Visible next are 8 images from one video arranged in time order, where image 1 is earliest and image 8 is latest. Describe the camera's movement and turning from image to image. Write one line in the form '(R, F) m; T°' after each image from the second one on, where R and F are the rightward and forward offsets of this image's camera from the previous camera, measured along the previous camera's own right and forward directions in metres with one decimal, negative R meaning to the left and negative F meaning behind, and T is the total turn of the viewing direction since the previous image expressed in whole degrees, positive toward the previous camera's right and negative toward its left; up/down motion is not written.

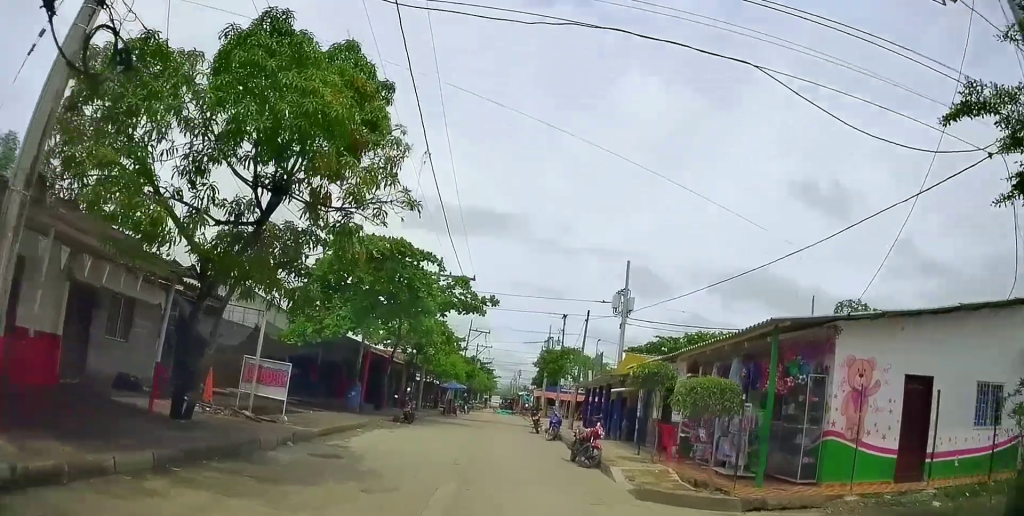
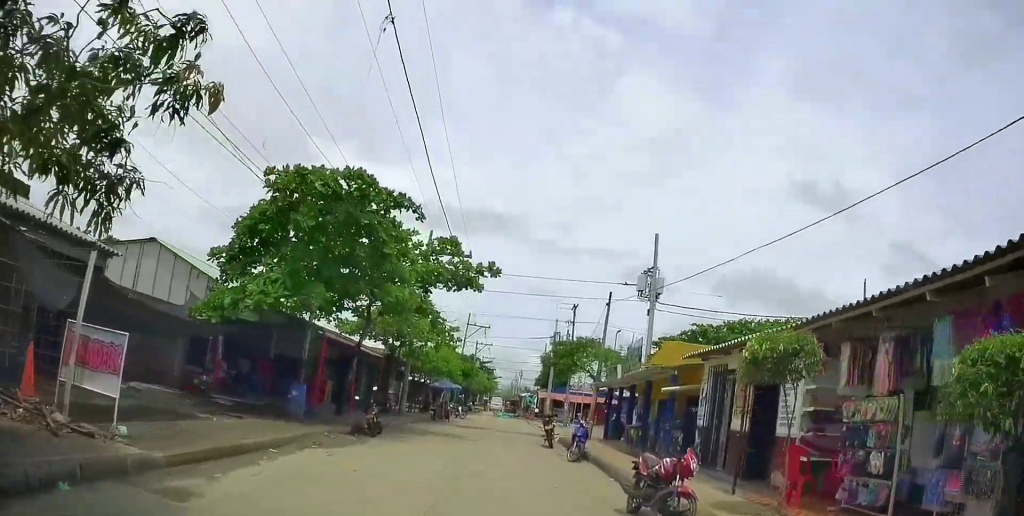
(0.0, +5.5) m; 0°
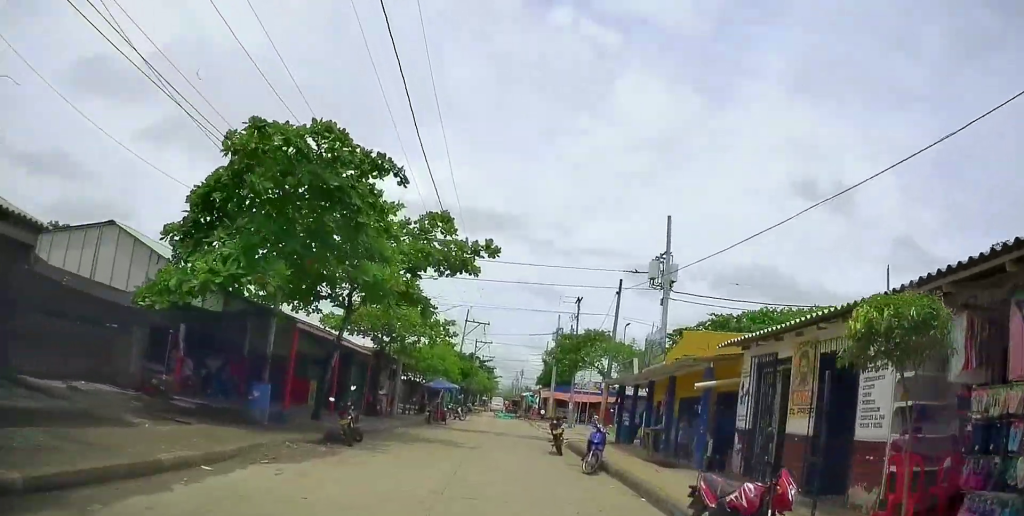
(0.0, +2.3) m; 0°
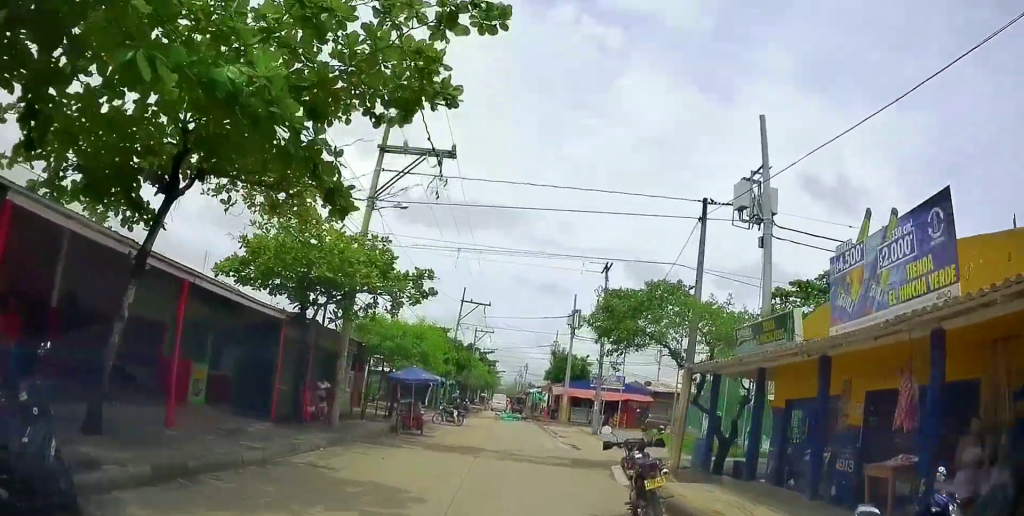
(-0.4, +10.4) m; -4°
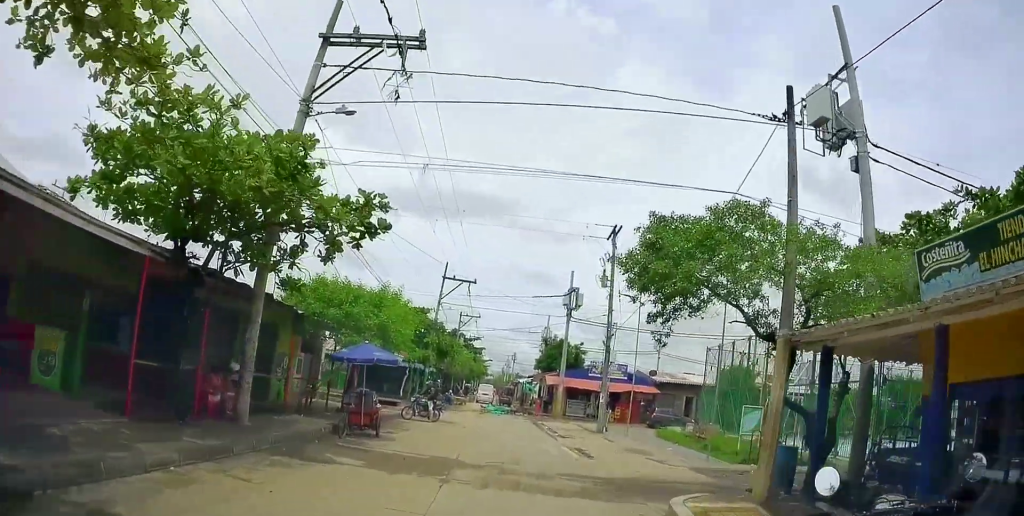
(0.0, +5.7) m; 0°
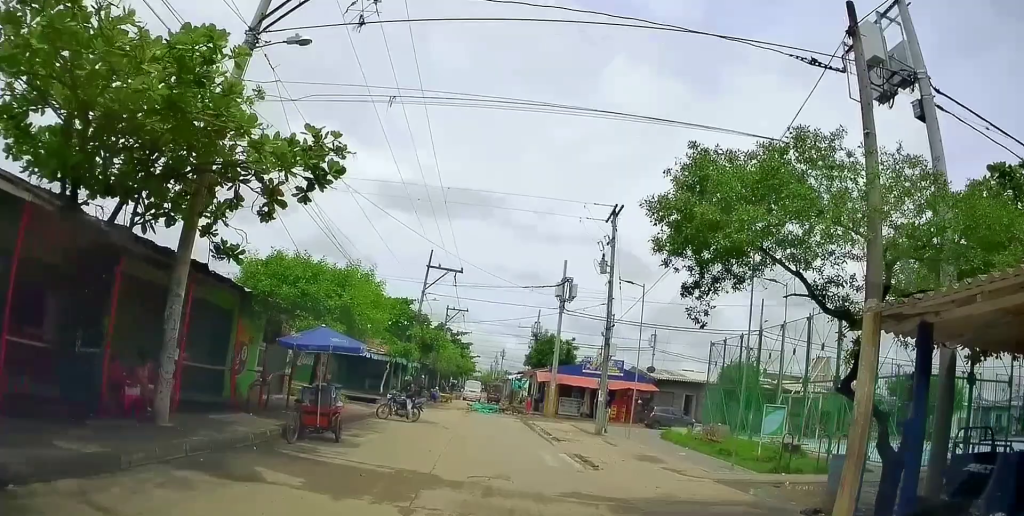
(+0.2, +2.7) m; 0°
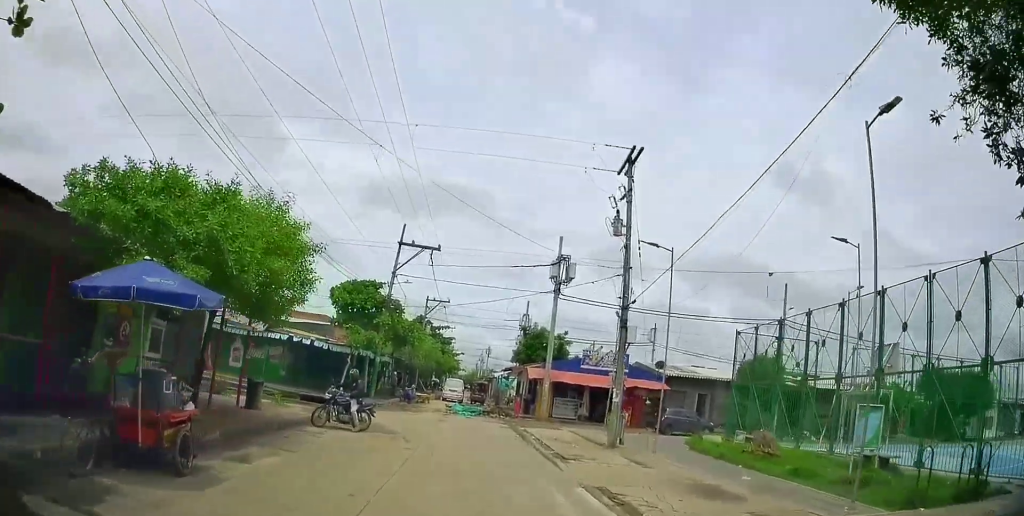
(-0.3, +6.2) m; -1°
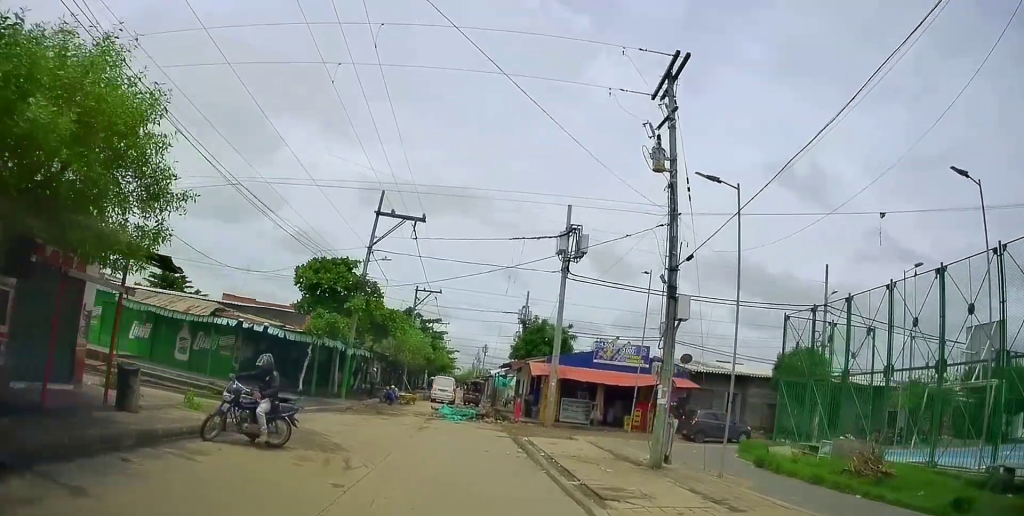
(+0.1, +6.4) m; -1°
